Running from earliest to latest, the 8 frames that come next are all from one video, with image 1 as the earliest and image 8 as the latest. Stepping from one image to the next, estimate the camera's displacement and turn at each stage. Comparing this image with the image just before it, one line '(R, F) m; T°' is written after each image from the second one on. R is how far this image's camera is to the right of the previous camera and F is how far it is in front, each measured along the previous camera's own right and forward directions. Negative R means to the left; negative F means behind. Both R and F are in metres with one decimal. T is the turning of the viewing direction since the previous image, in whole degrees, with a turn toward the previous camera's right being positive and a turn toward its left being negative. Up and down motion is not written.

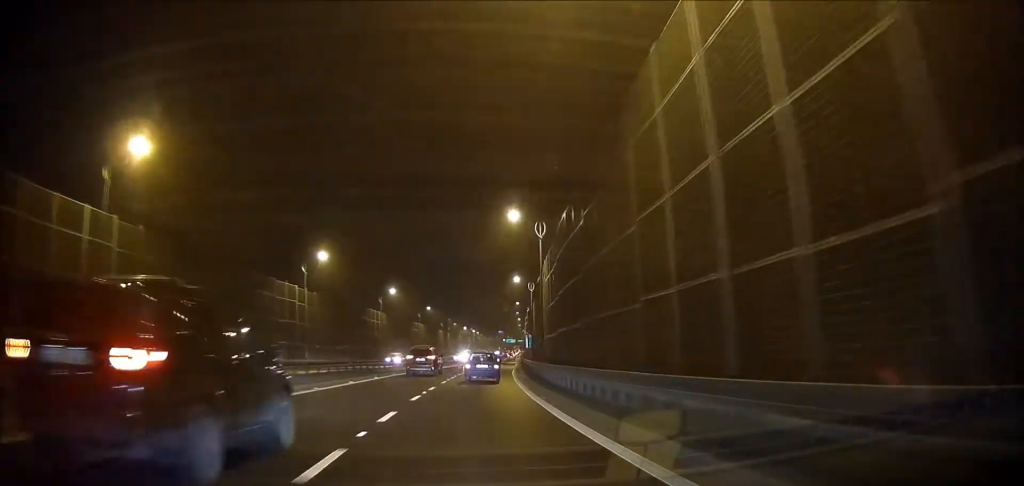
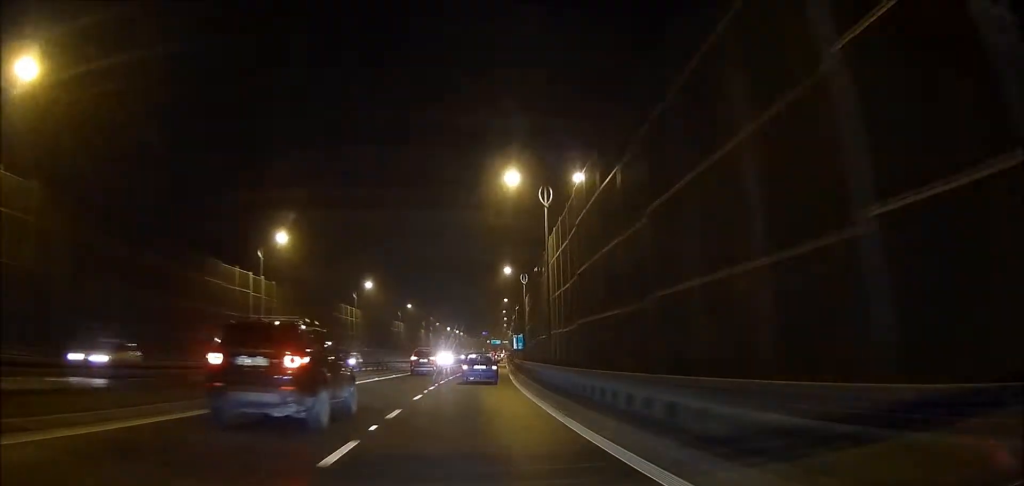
(0.0, +10.9) m; +1°
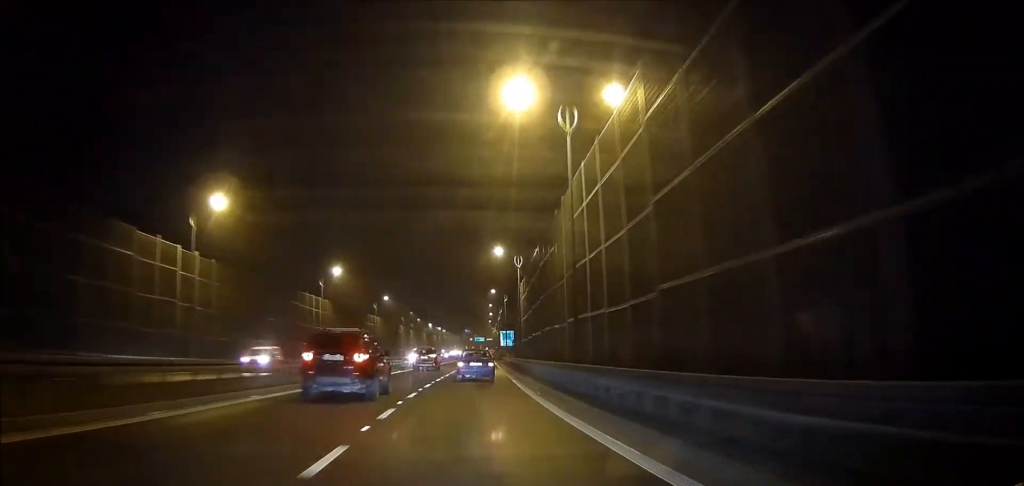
(-0.1, +12.9) m; +2°
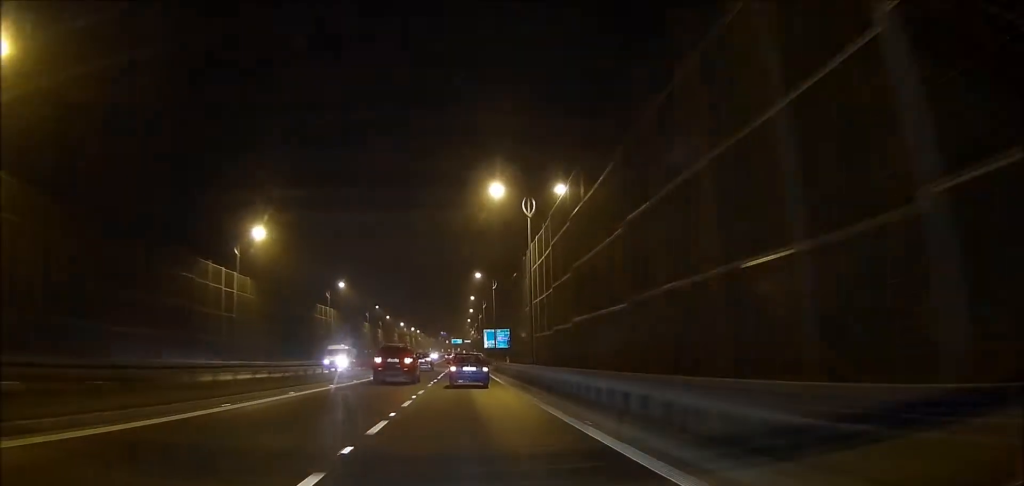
(+1.5, +26.1) m; +4°
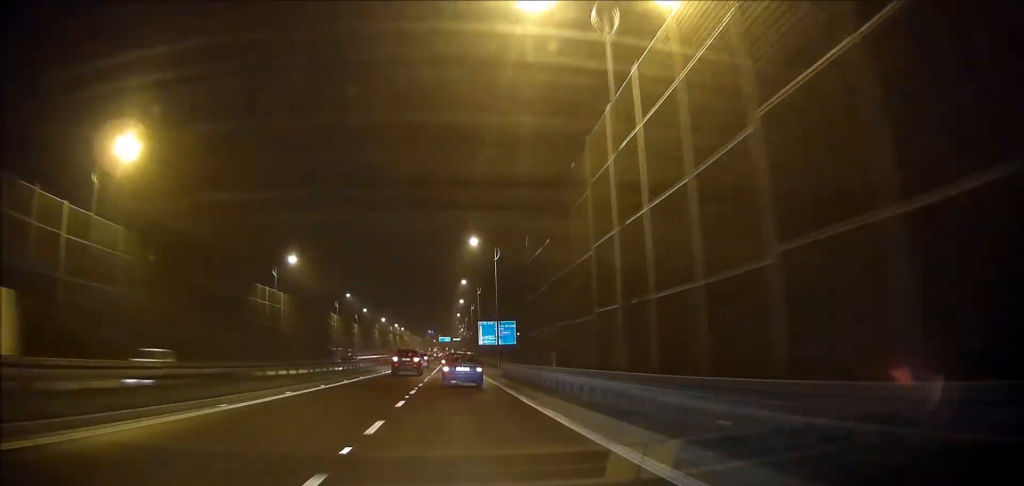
(+0.4, +24.5) m; +1°
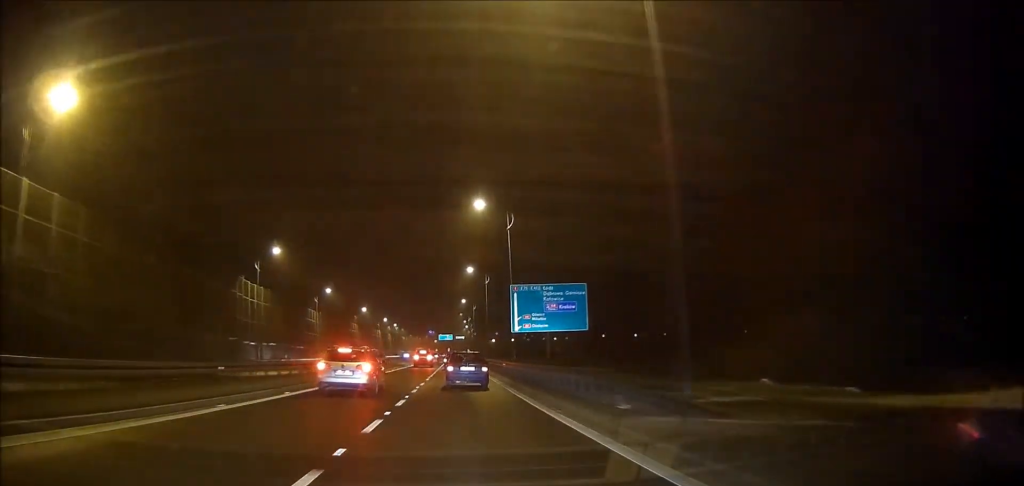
(0.0, +48.5) m; +1°
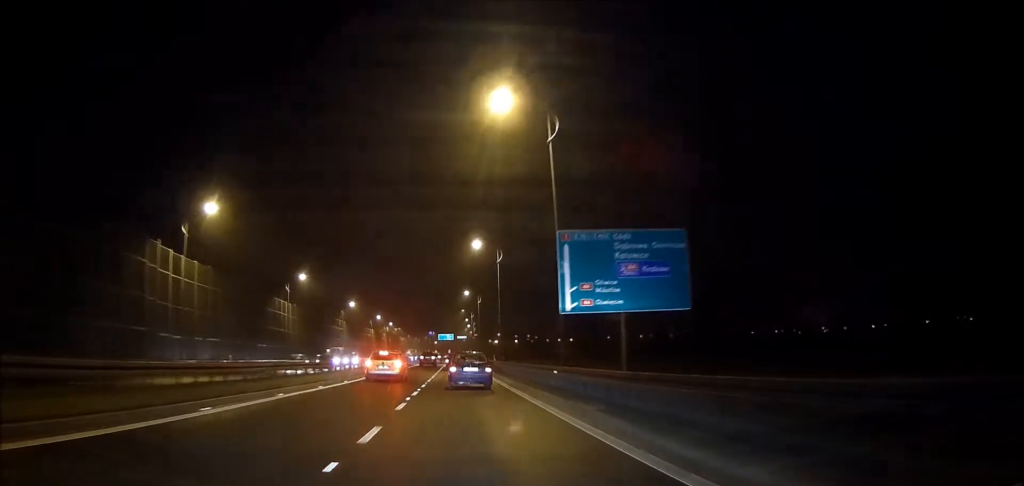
(0.0, +19.2) m; +1°
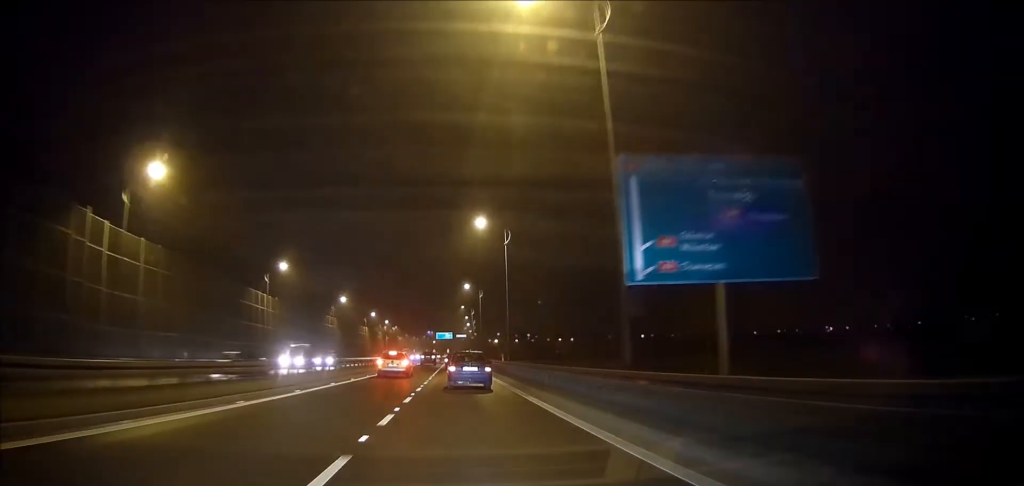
(+0.1, +9.6) m; 0°
